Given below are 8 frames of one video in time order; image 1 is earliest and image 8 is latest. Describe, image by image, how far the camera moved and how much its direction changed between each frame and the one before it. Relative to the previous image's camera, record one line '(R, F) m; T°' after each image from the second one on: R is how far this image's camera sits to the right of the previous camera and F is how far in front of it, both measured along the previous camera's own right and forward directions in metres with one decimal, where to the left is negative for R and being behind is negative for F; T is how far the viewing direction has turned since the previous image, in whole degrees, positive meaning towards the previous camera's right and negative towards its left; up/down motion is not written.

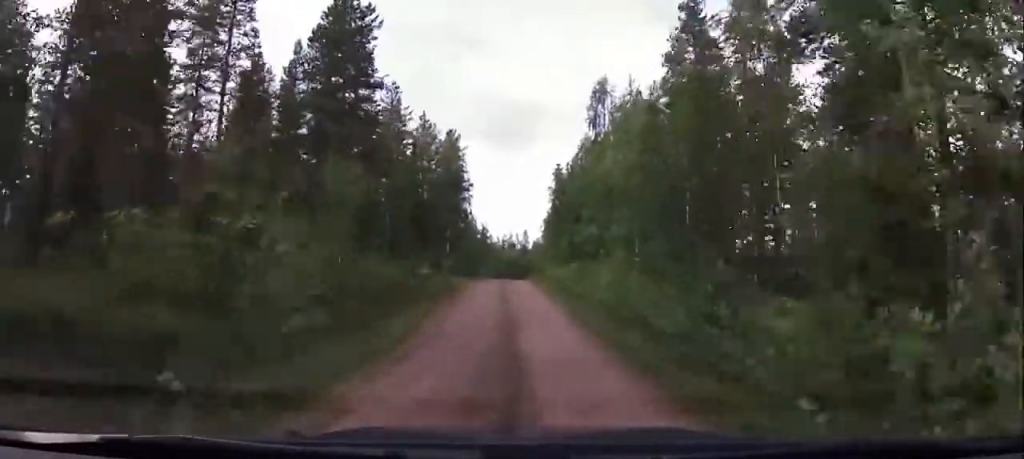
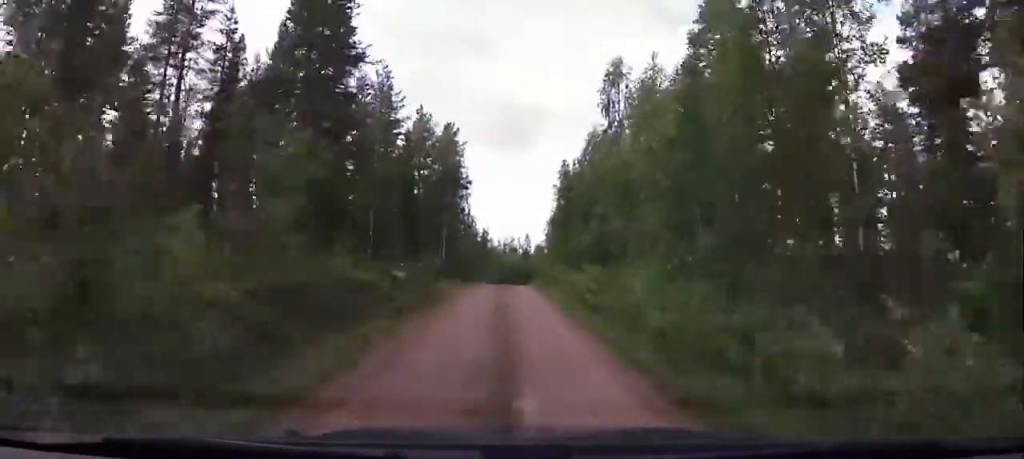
(-0.1, +4.9) m; -1°
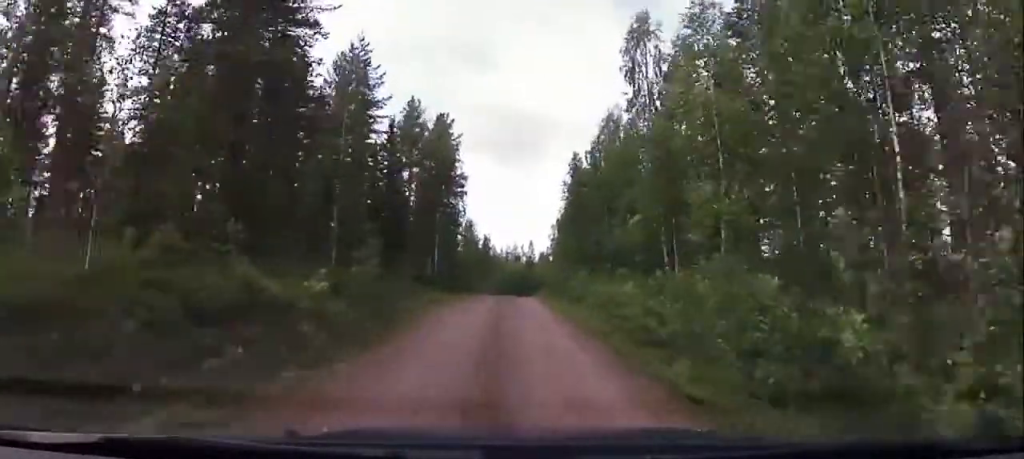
(-0.1, +8.0) m; -1°
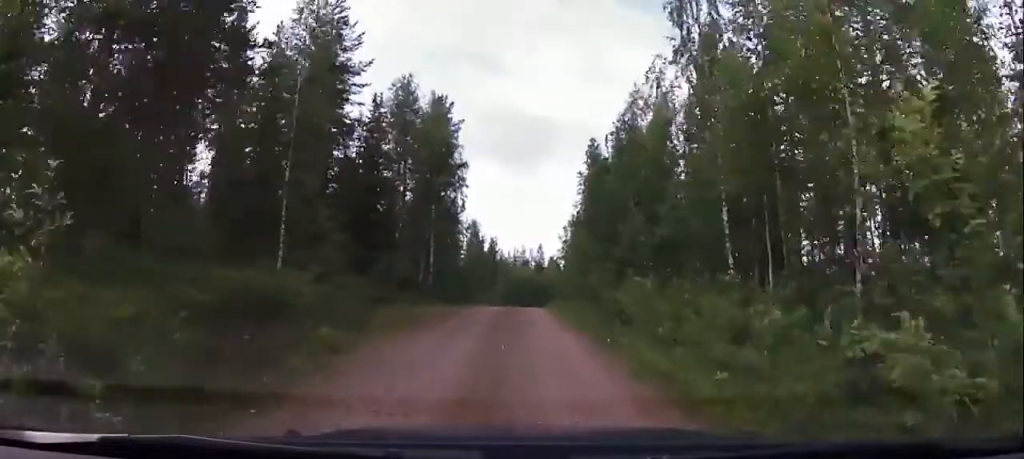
(0.0, +7.8) m; 0°
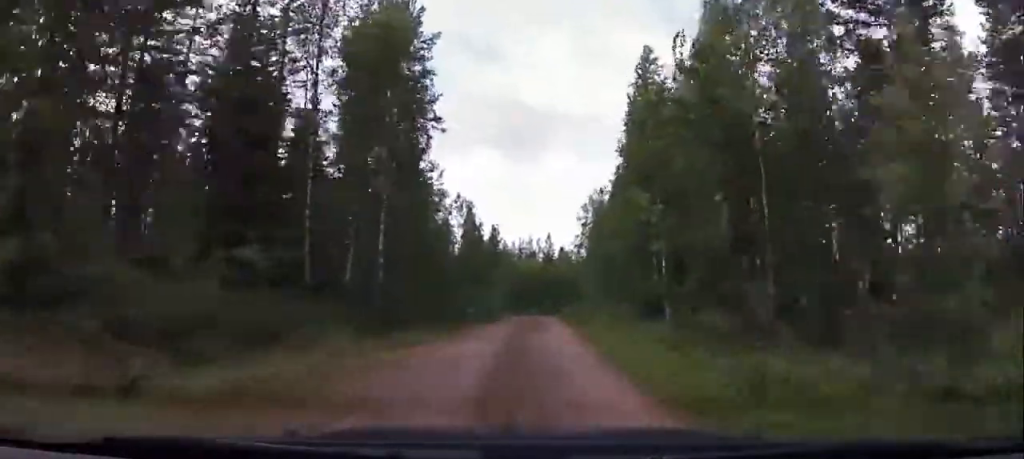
(+0.2, +18.7) m; +1°
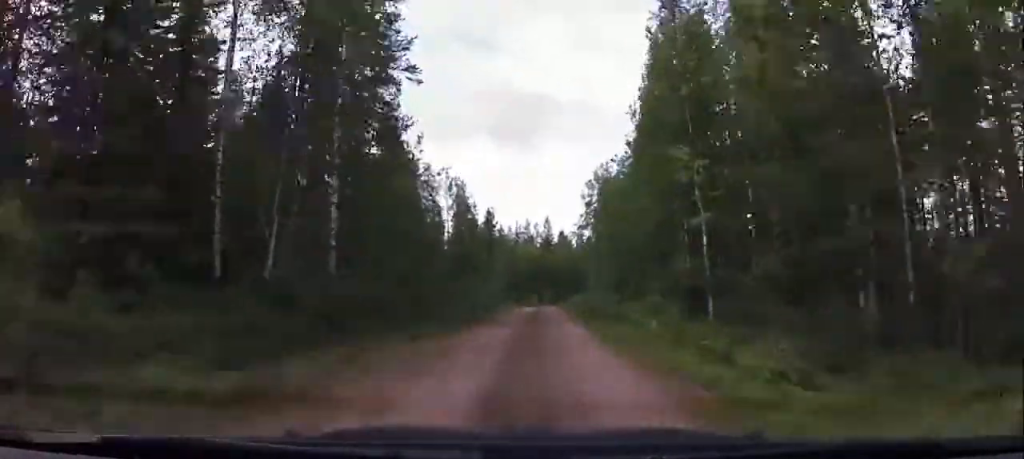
(+0.1, +6.7) m; 0°
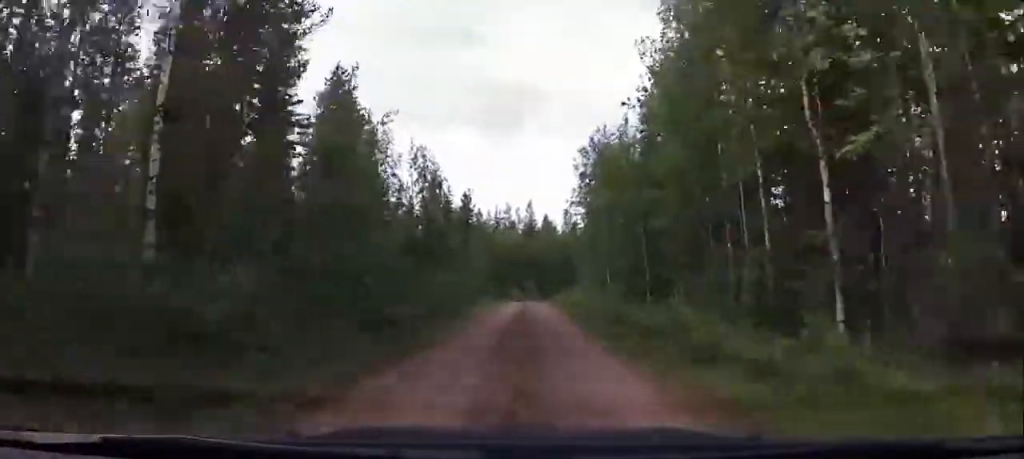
(-0.3, +10.2) m; -1°
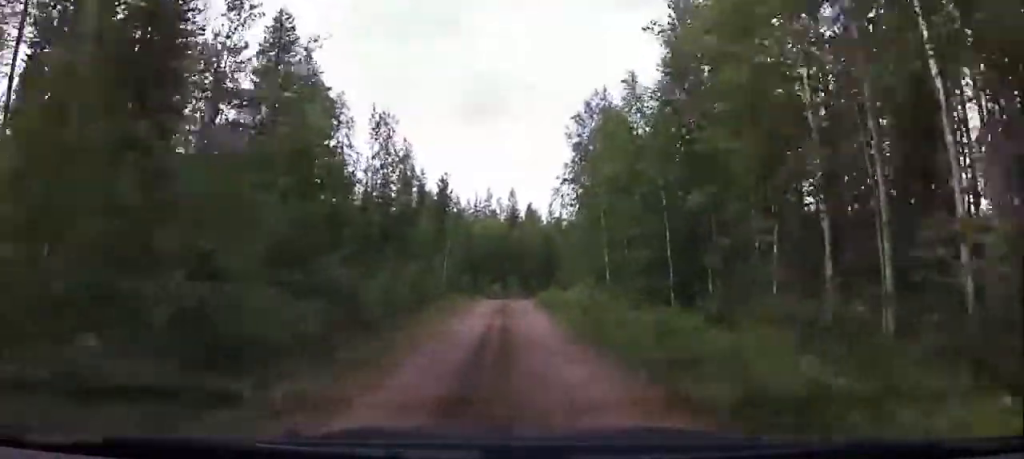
(+0.1, +8.5) m; +1°
